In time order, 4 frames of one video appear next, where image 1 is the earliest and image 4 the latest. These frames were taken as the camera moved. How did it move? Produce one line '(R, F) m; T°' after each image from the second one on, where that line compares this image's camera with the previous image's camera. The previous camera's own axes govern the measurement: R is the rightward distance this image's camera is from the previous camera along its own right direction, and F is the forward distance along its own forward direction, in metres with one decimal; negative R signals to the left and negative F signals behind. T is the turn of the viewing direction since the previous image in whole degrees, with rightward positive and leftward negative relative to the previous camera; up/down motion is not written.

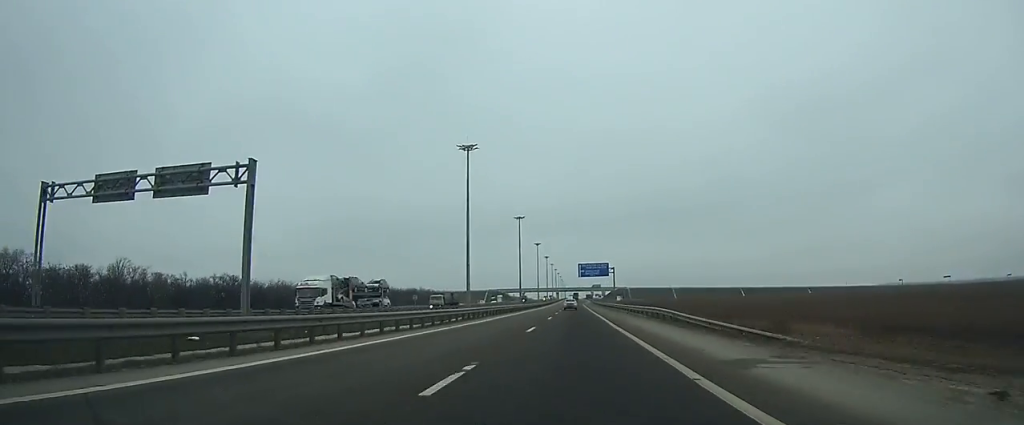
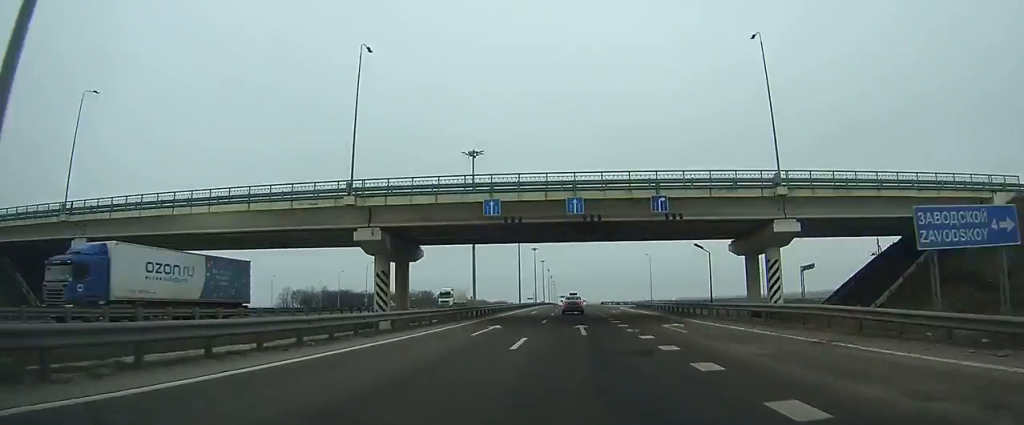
(+0.5, +372.3) m; 0°
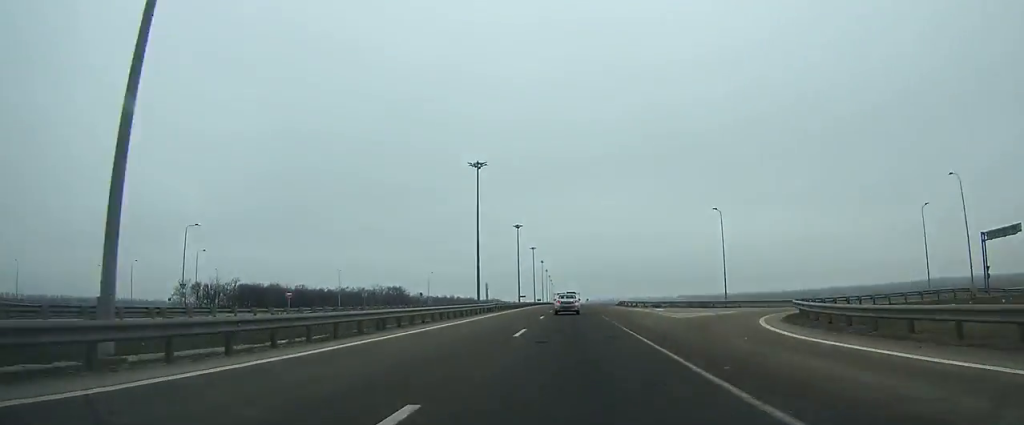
(+0.1, +58.4) m; 0°
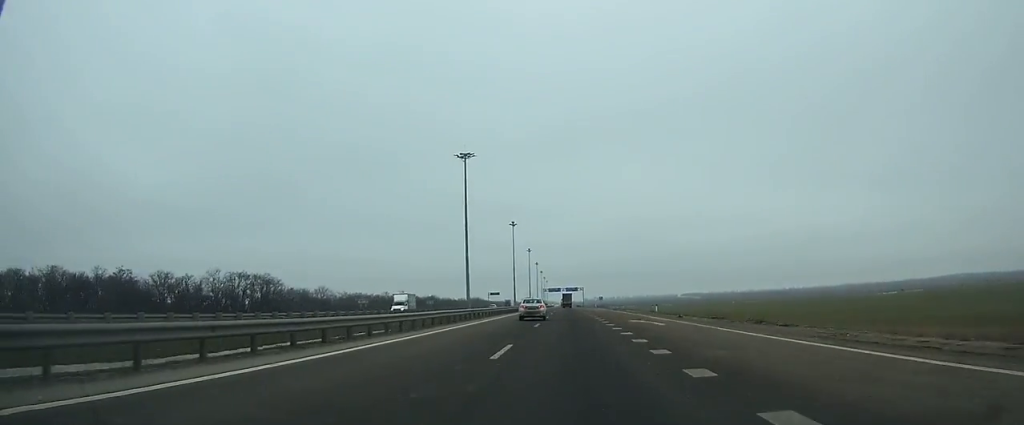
(-0.1, +136.0) m; 0°
